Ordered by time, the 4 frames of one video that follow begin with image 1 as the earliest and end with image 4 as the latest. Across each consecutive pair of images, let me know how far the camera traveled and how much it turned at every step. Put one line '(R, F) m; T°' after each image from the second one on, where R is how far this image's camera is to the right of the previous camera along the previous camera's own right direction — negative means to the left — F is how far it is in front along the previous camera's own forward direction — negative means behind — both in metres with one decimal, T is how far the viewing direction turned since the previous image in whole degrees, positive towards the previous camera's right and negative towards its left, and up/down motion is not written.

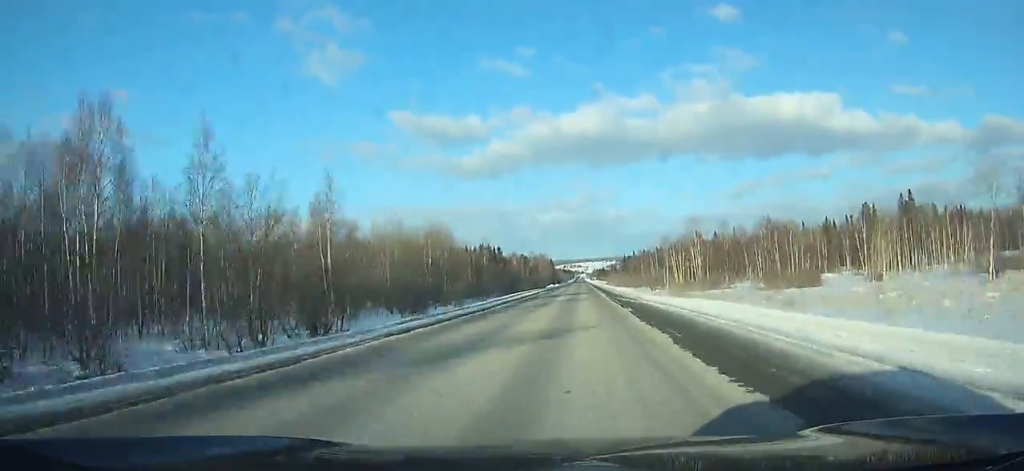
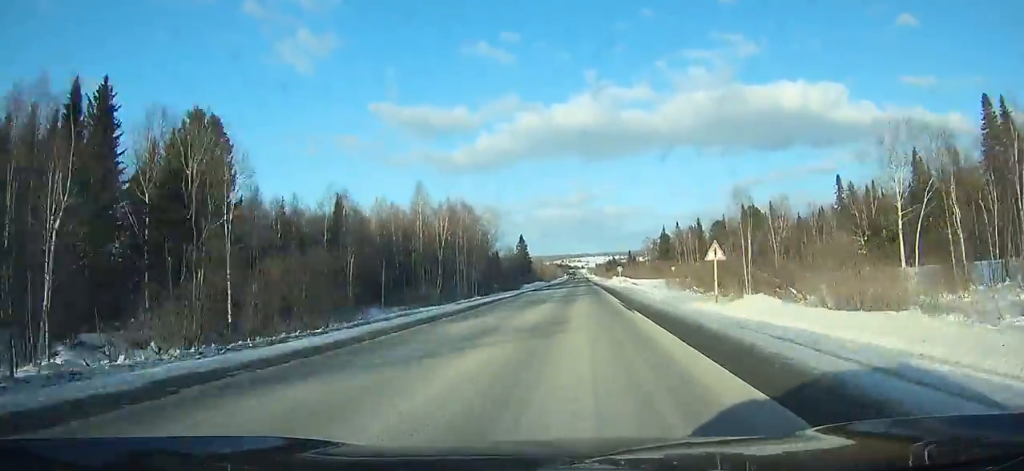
(+3.3, +225.3) m; +1°
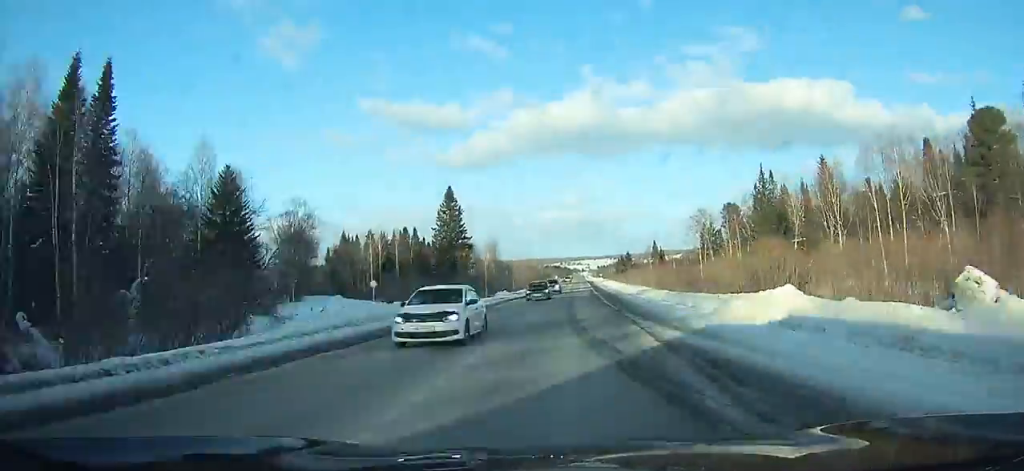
(-2.3, +131.5) m; -1°
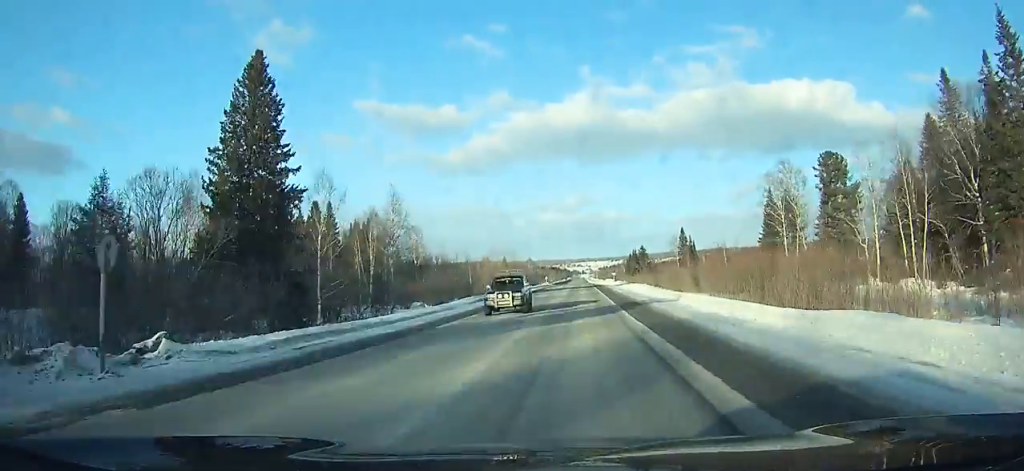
(0.0, +68.8) m; +1°
